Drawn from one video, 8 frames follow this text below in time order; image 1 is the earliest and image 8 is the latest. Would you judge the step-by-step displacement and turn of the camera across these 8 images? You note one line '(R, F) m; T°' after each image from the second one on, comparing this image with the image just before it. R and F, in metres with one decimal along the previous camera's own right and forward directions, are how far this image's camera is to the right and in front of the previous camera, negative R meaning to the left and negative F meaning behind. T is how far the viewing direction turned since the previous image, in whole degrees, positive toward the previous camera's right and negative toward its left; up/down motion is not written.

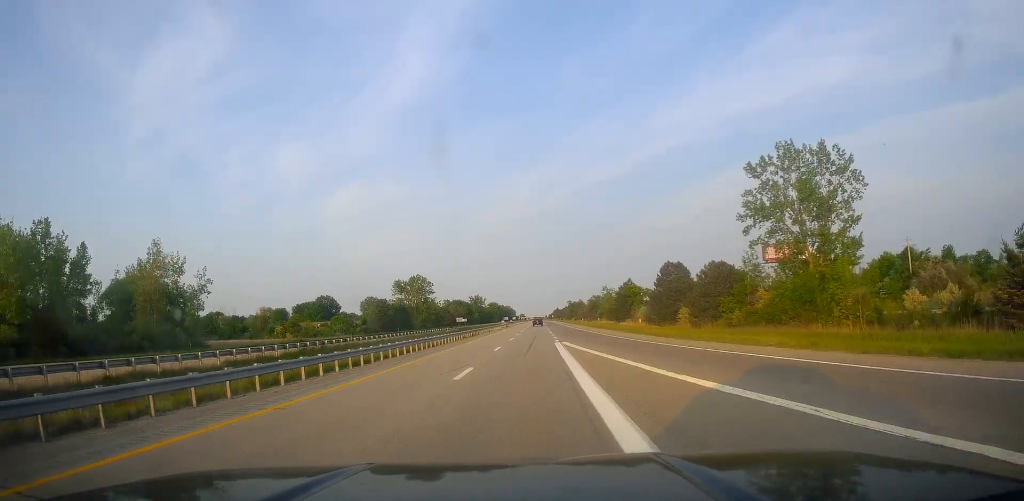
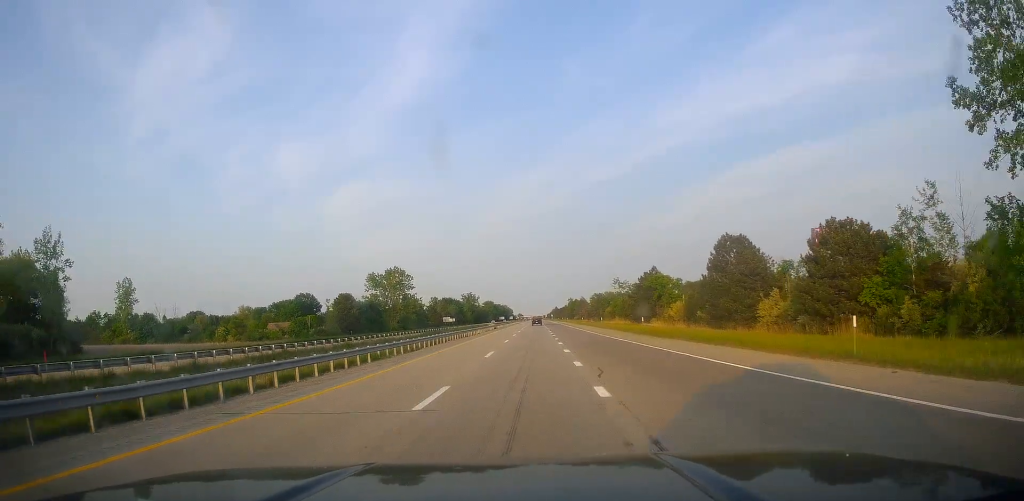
(+0.1, +36.3) m; 0°
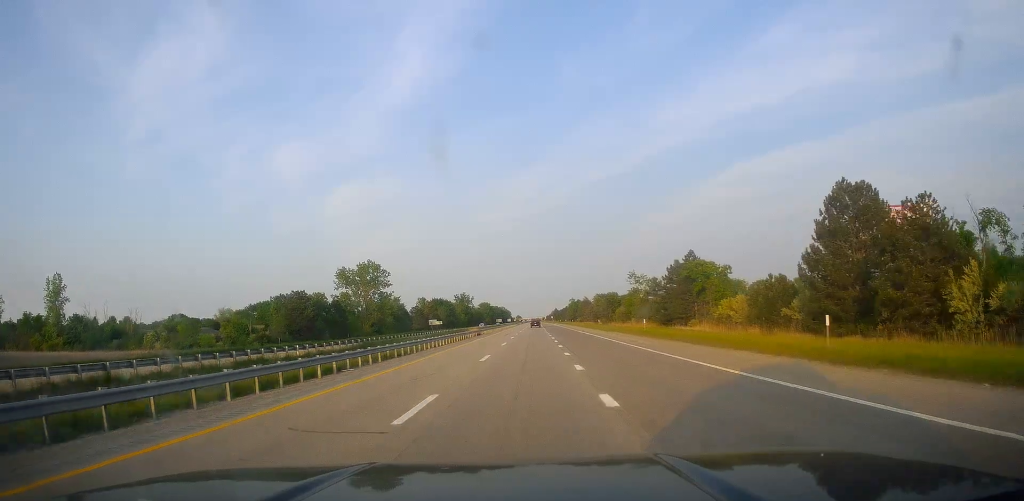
(0.0, +31.7) m; 0°
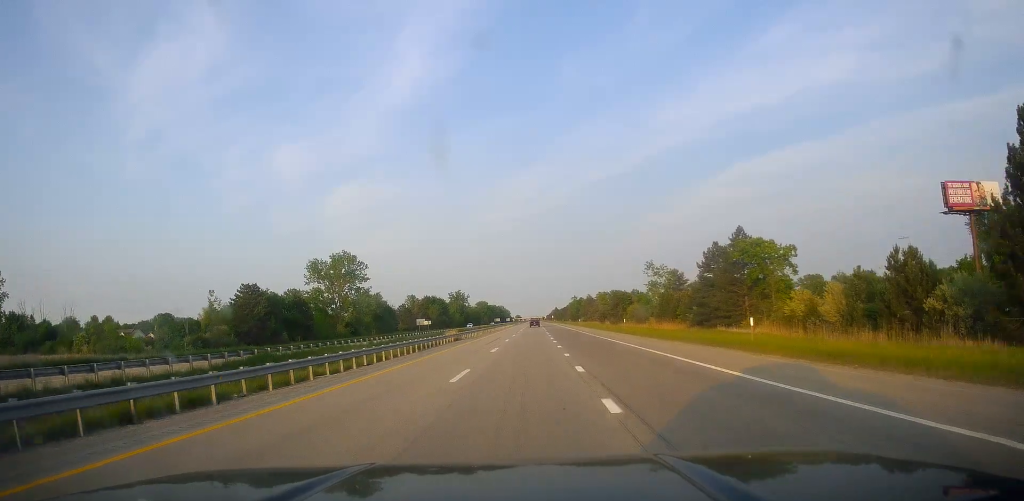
(0.0, +23.6) m; 0°
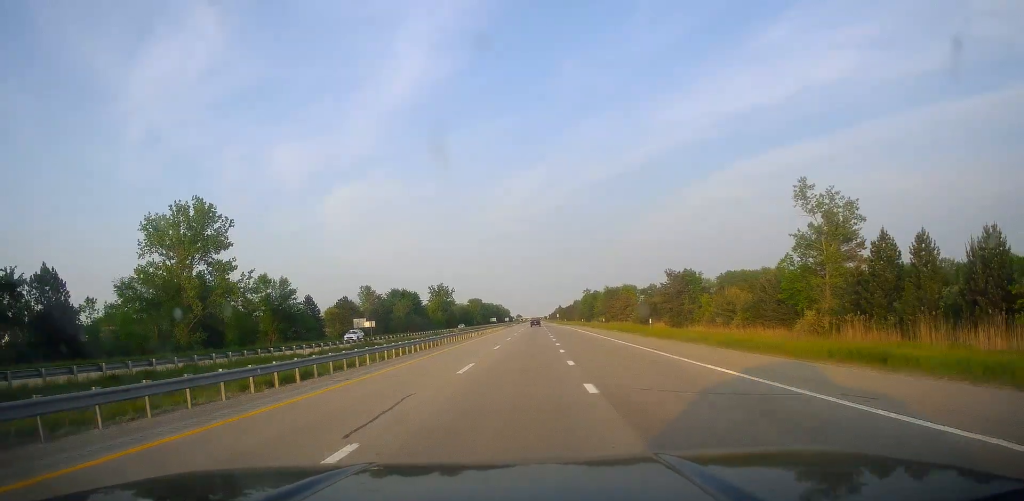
(-1.2, +73.1) m; -1°
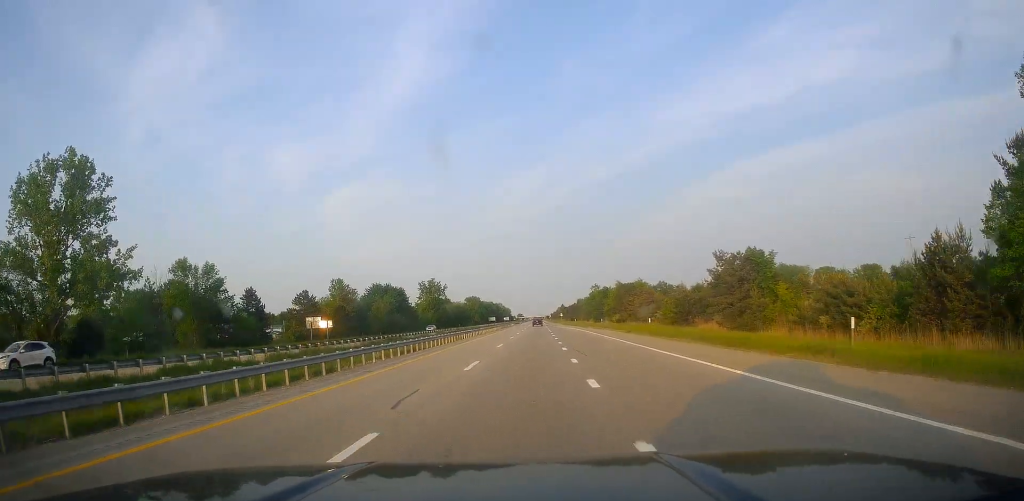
(+0.1, +29.5) m; +1°
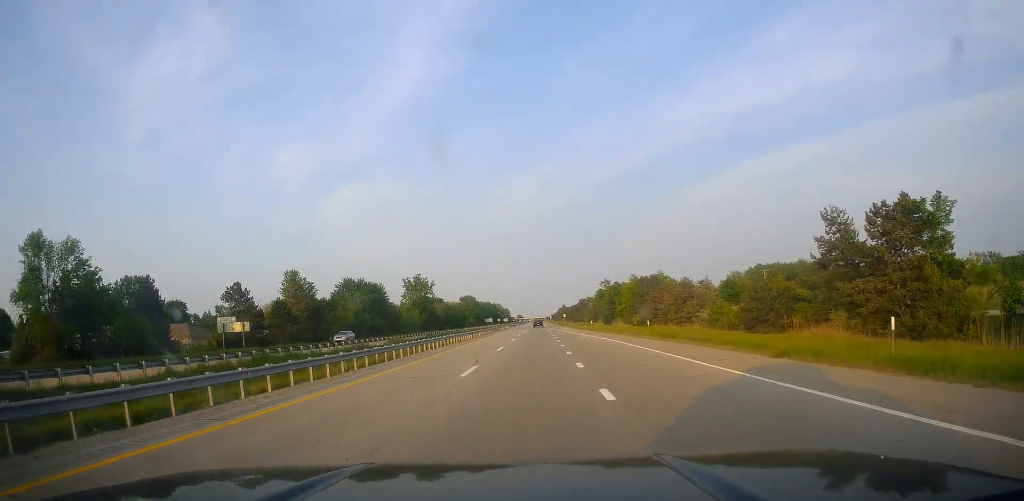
(+0.3, +32.0) m; 0°
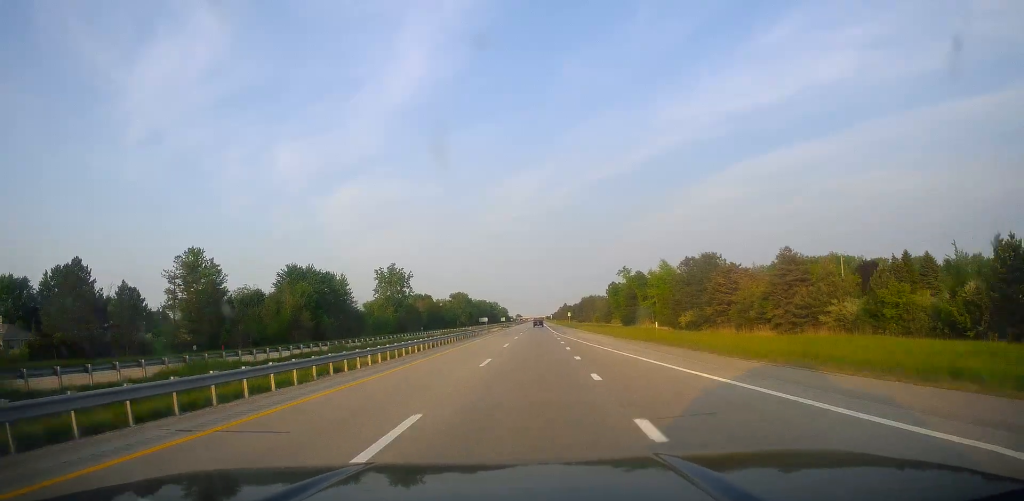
(-0.3, +41.7) m; -1°
